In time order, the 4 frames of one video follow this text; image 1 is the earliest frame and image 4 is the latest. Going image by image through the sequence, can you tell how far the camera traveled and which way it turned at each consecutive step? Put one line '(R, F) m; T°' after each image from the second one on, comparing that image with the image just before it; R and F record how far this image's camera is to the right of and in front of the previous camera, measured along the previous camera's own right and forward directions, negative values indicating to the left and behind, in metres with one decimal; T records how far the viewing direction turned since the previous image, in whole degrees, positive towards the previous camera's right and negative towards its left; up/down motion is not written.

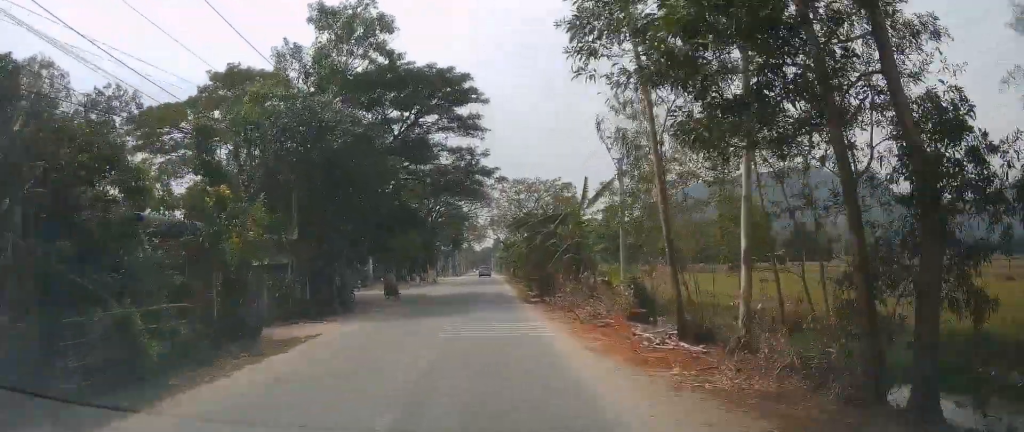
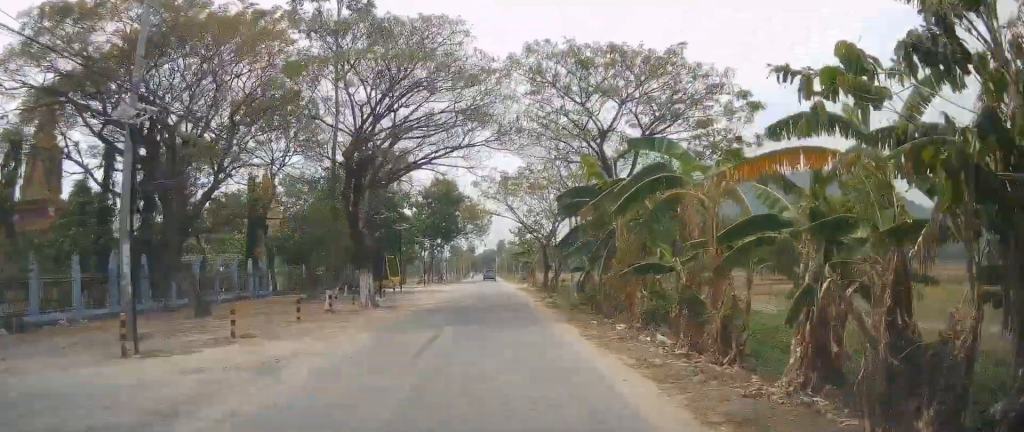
(0.0, +38.3) m; -1°
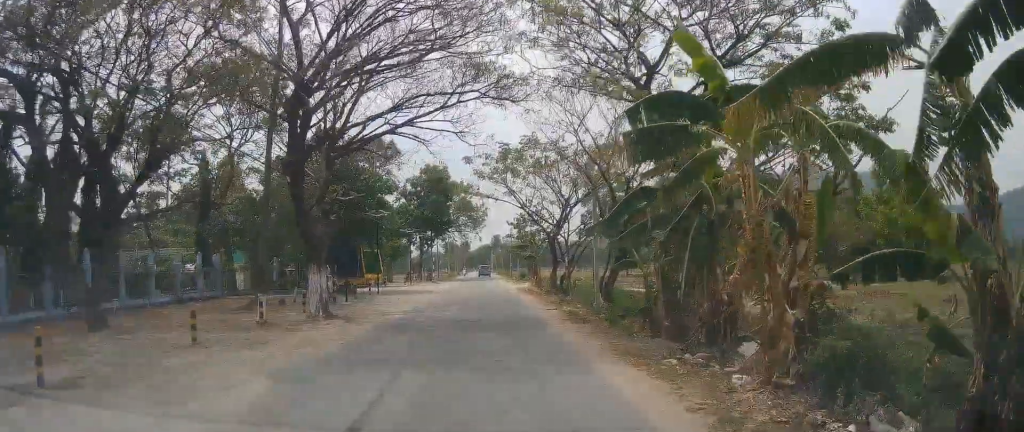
(+0.4, +8.0) m; +2°
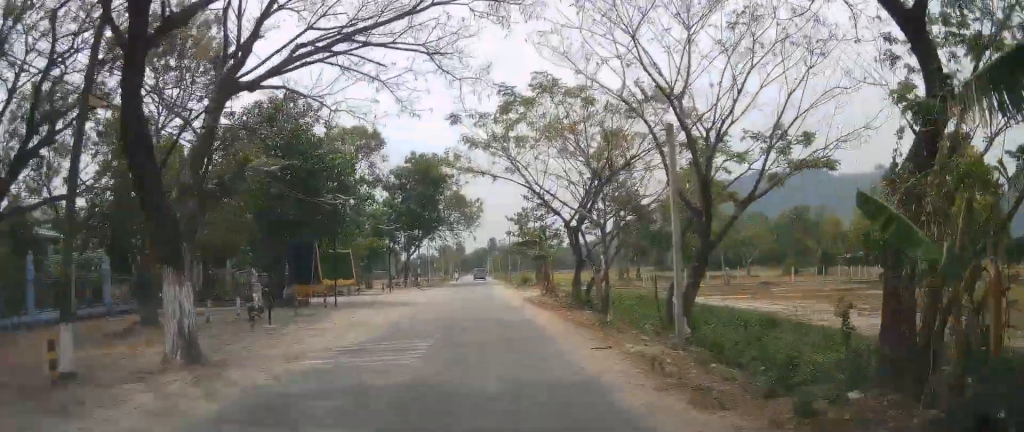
(+0.1, +10.0) m; +1°
